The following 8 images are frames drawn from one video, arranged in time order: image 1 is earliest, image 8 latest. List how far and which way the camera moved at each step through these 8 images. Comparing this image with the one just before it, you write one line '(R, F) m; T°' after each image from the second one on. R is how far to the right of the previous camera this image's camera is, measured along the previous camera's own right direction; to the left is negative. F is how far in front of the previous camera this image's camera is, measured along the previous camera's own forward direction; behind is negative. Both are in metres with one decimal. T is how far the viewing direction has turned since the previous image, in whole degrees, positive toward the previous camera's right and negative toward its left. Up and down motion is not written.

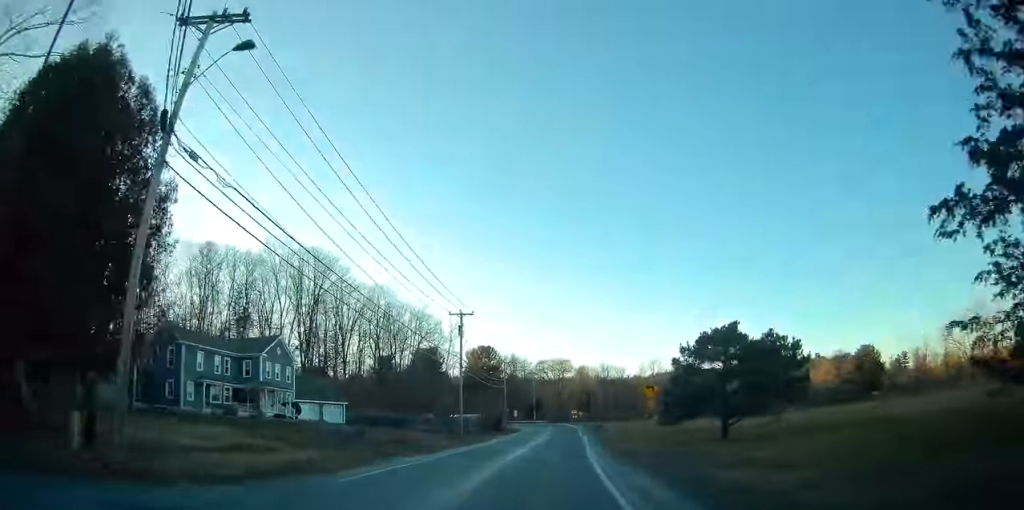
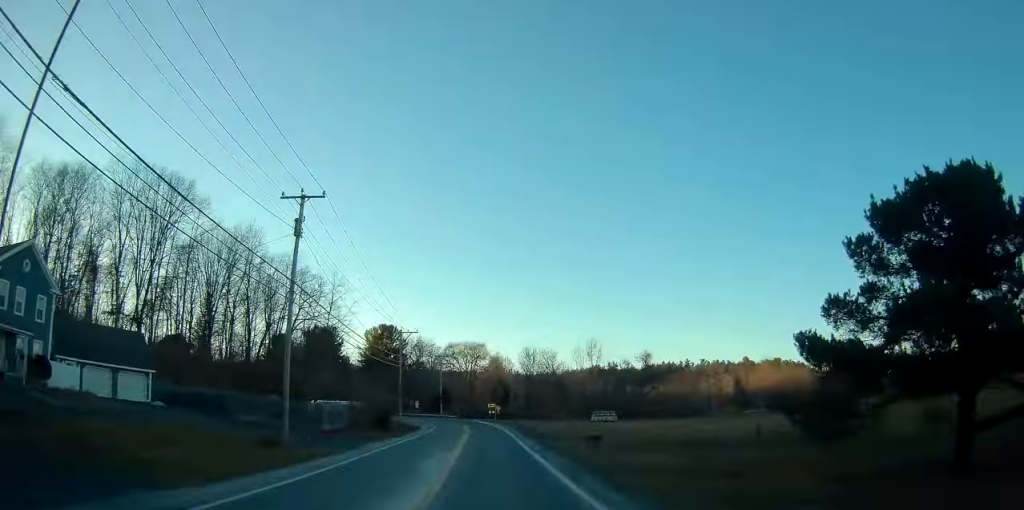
(+3.1, +28.1) m; +11°
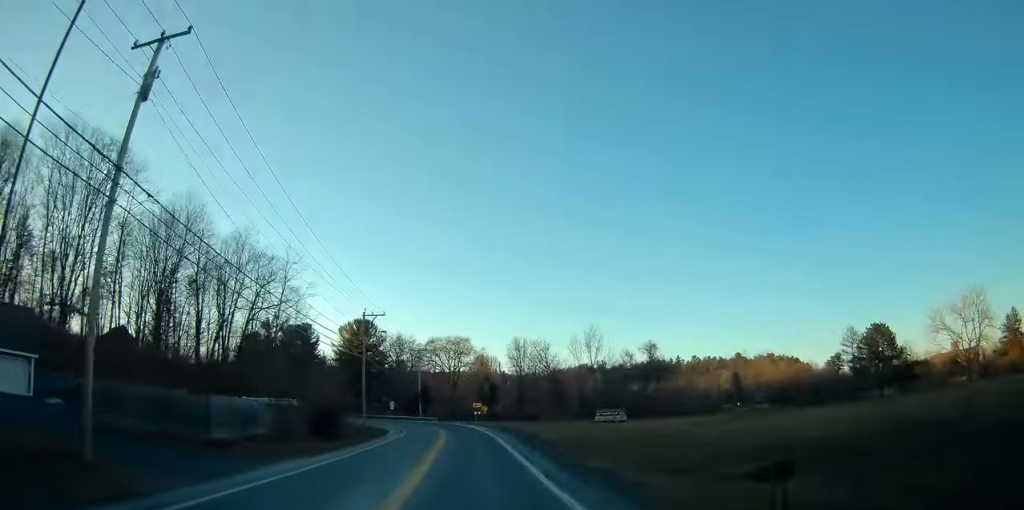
(+0.5, +14.0) m; +1°
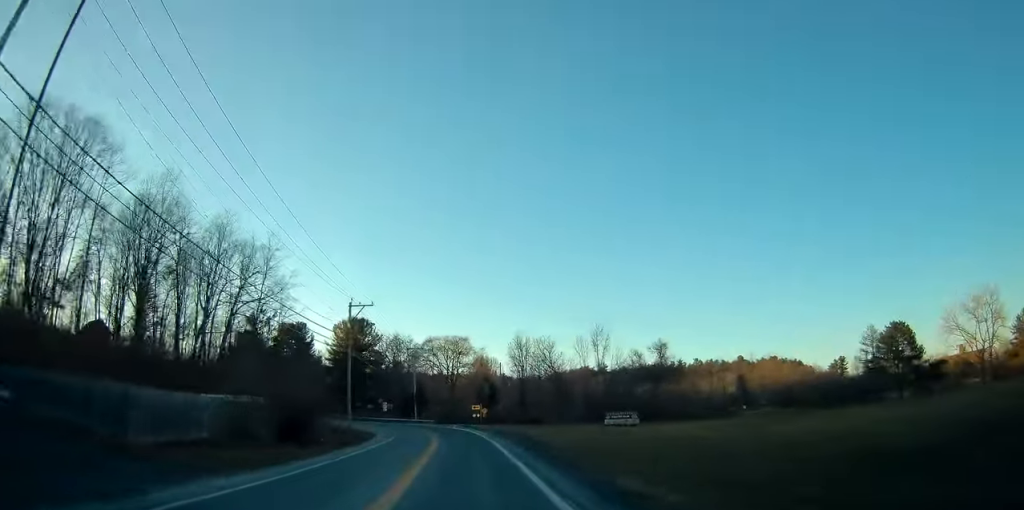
(0.0, +6.3) m; 0°
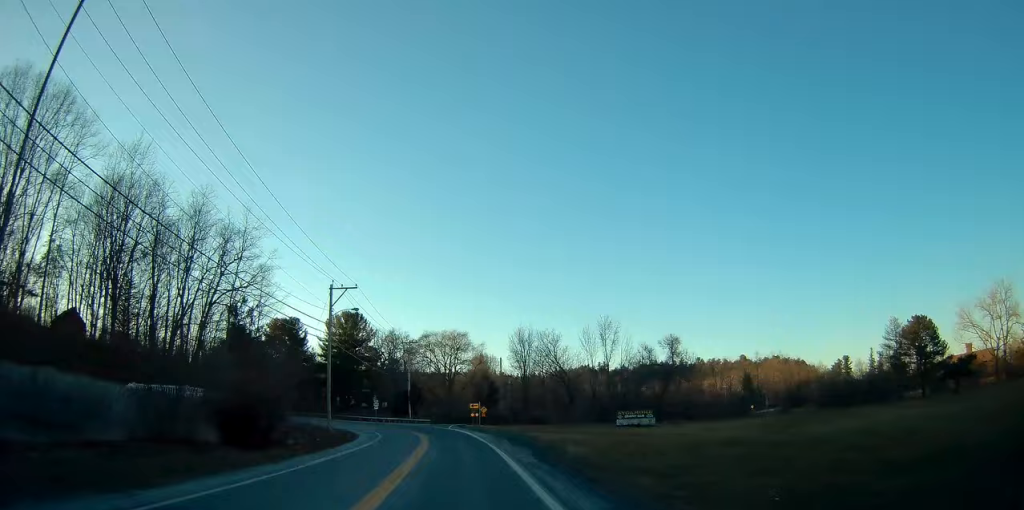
(-0.1, +6.8) m; 0°
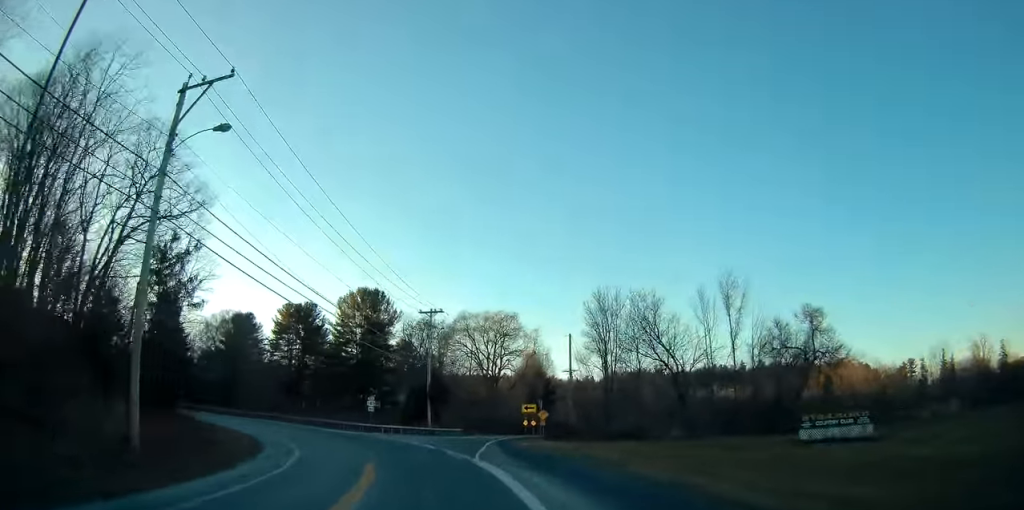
(-0.4, +31.5) m; -5°
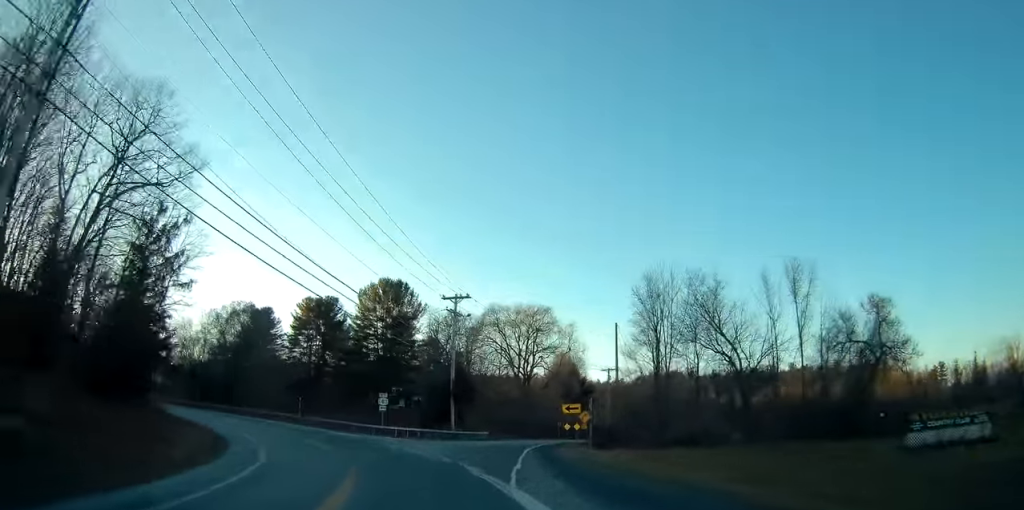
(-0.2, +7.9) m; -4°
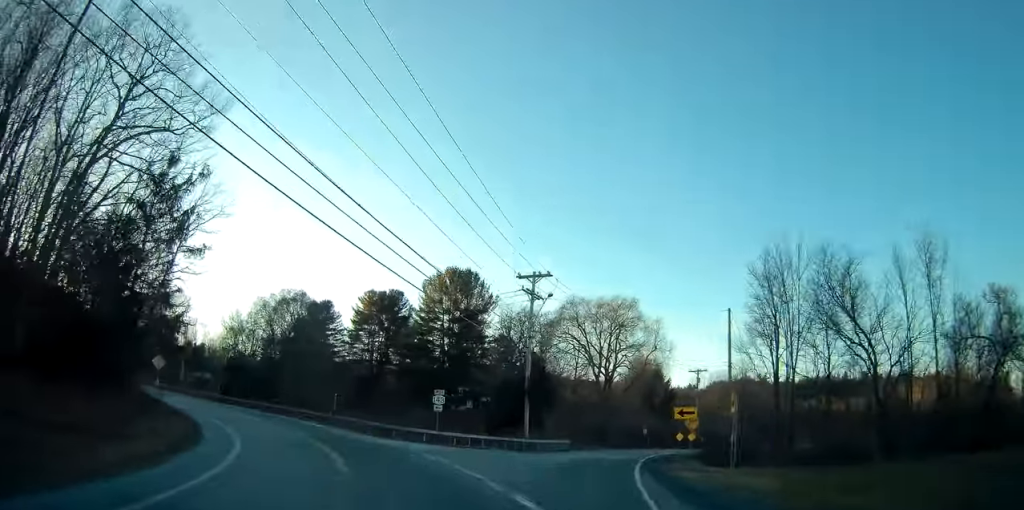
(-0.1, +9.9) m; -6°
